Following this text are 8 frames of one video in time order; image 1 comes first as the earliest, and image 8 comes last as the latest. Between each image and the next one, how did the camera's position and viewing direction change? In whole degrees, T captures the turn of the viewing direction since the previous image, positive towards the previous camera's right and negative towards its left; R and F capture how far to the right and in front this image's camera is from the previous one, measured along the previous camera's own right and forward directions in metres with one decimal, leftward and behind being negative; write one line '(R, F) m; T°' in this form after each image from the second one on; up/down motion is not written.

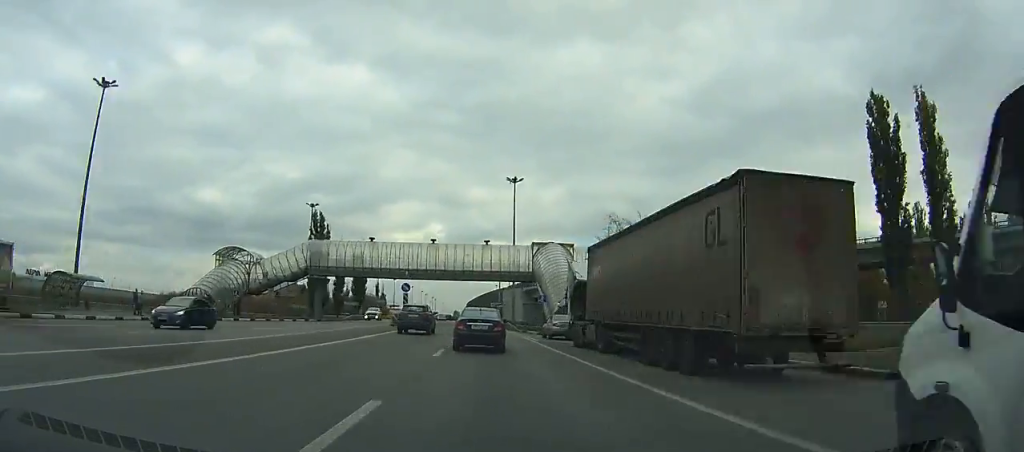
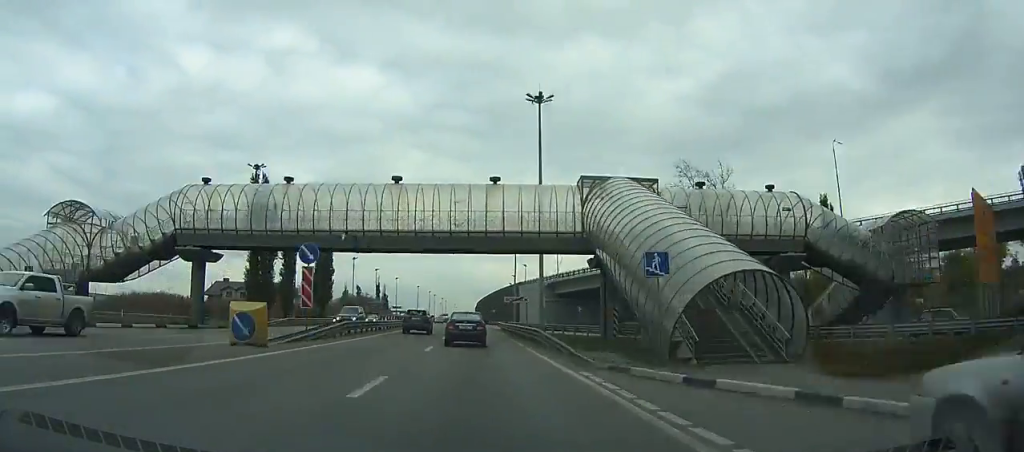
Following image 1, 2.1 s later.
(0.0, +35.8) m; 0°
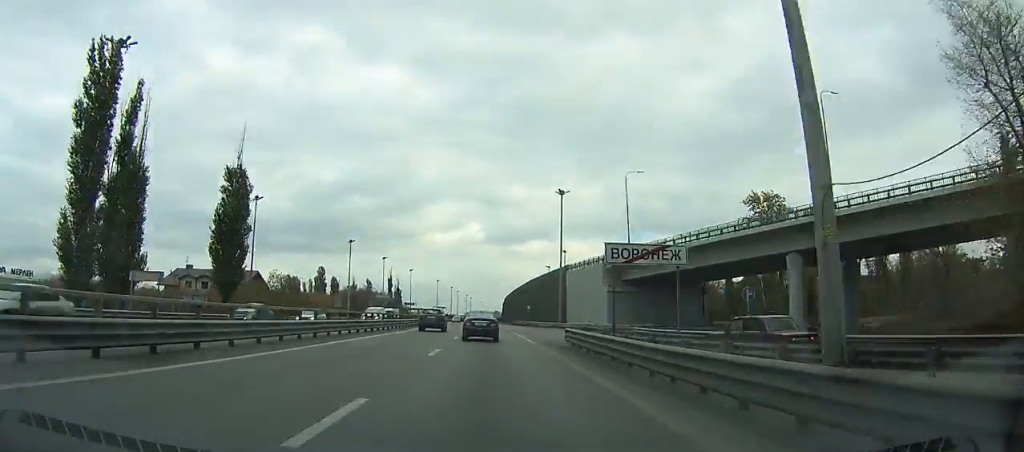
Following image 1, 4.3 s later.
(-0.2, +38.9) m; -1°
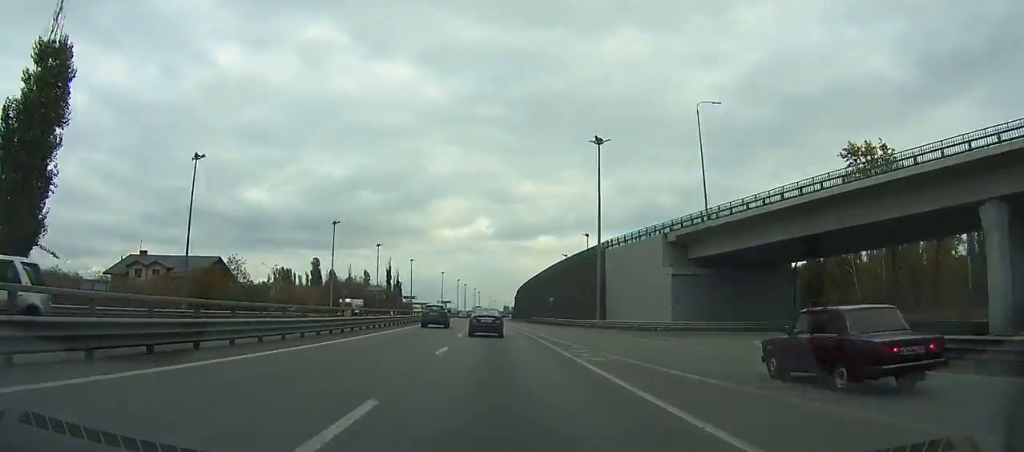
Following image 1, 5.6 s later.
(-0.1, +23.7) m; -1°
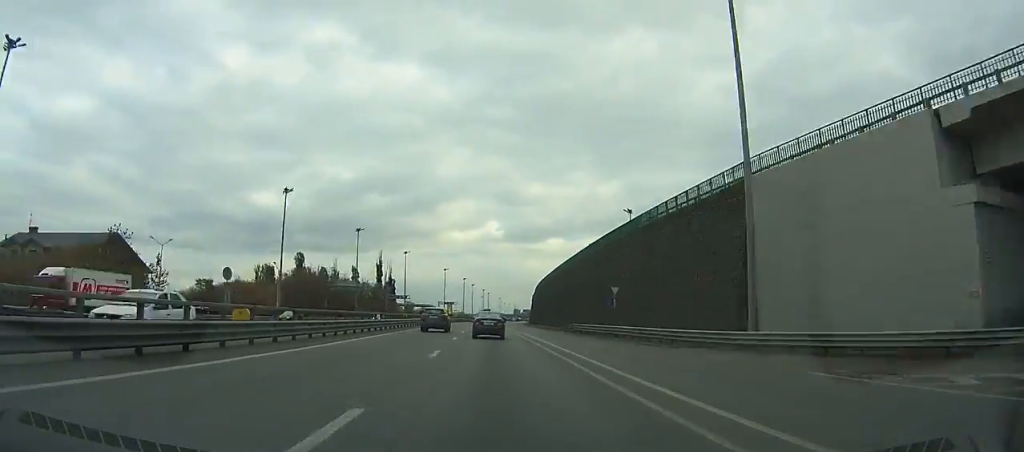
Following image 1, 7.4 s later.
(-0.7, +34.6) m; -1°
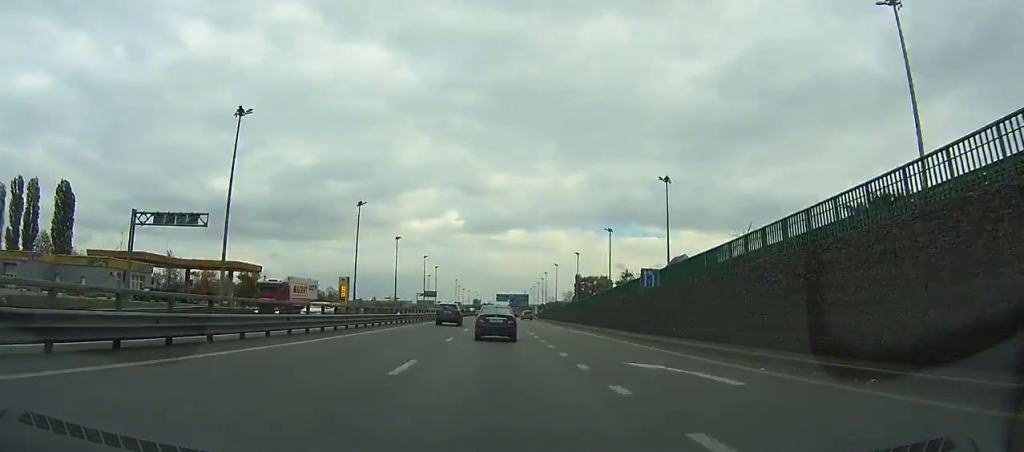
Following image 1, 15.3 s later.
(+2.0, +165.9) m; +3°
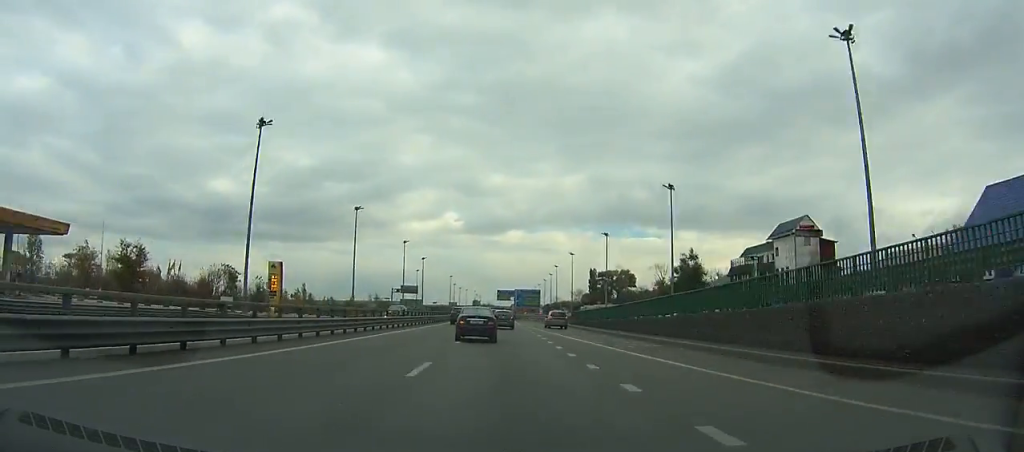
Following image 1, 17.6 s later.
(+0.5, +49.8) m; +1°
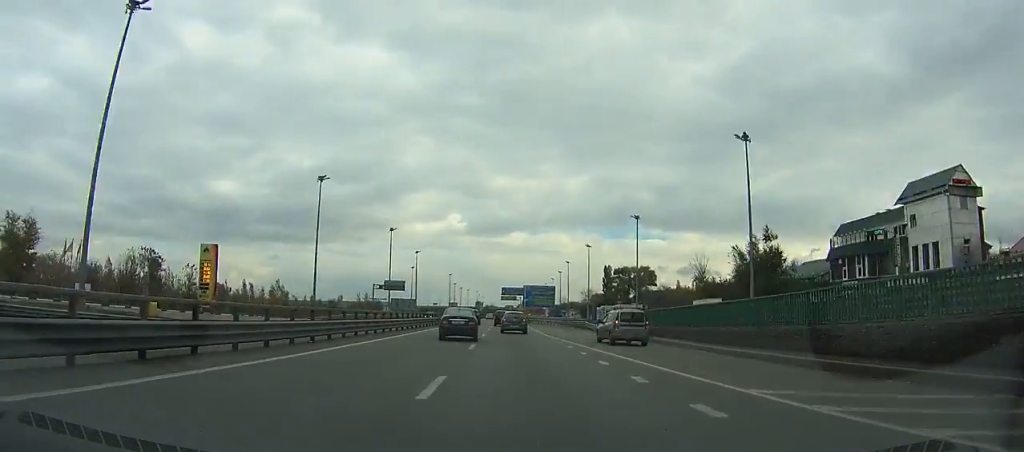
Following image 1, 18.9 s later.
(+0.1, +28.4) m; 0°
